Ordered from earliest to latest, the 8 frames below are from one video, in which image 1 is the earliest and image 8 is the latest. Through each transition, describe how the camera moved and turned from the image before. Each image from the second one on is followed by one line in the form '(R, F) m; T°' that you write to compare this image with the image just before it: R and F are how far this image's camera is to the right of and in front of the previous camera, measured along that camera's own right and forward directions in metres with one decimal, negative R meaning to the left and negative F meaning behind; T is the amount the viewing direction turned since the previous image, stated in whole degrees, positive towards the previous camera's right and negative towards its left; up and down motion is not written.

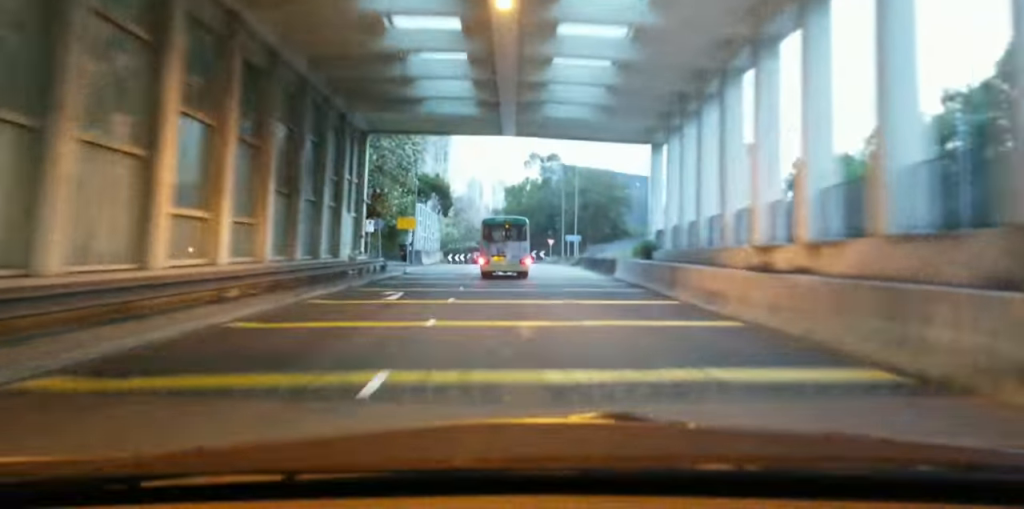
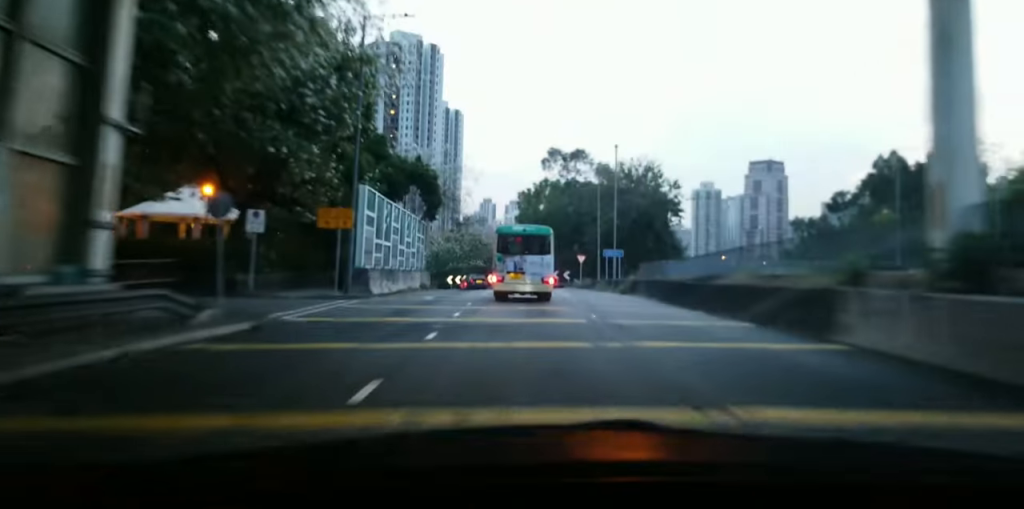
(-0.7, +25.6) m; -2°
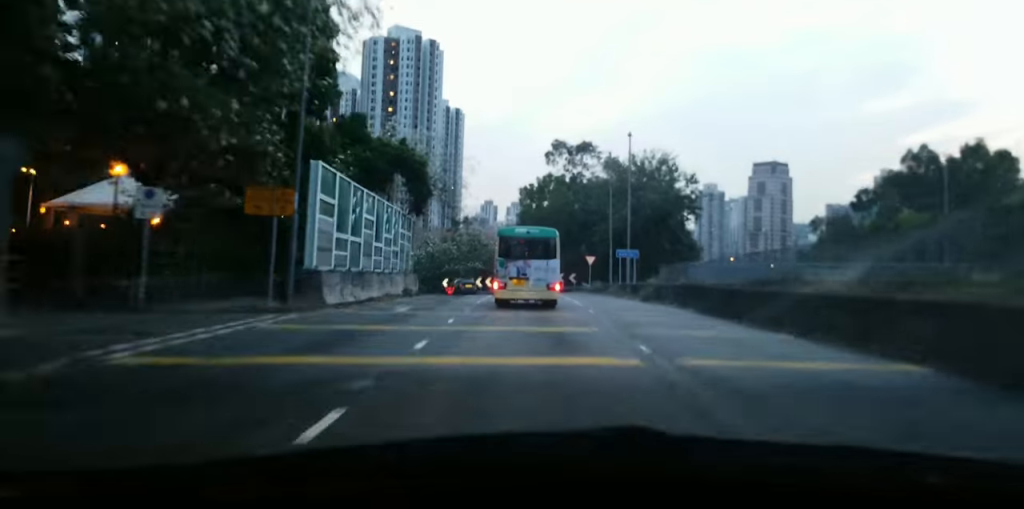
(0.0, +7.4) m; 0°
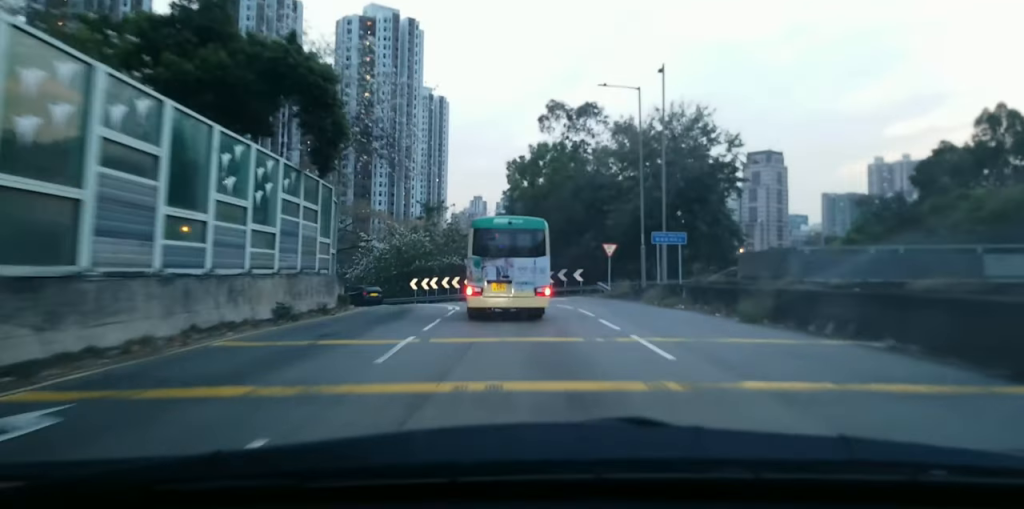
(0.0, +18.3) m; 0°
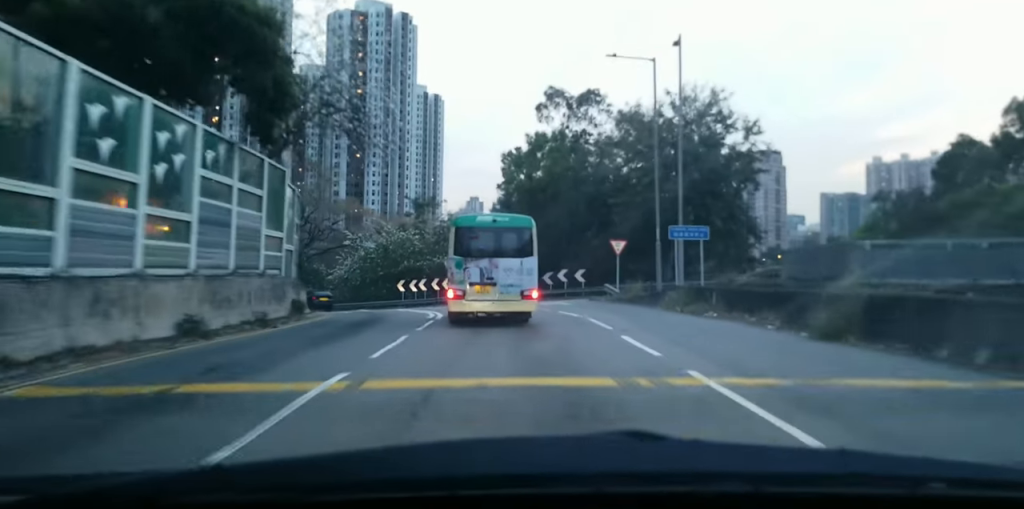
(0.0, +5.0) m; 0°
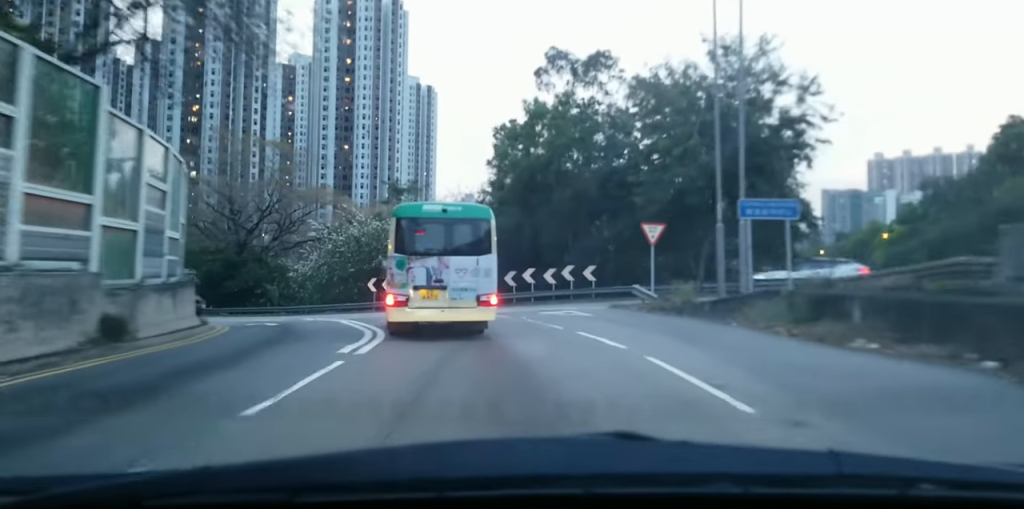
(0.0, +9.7) m; -1°
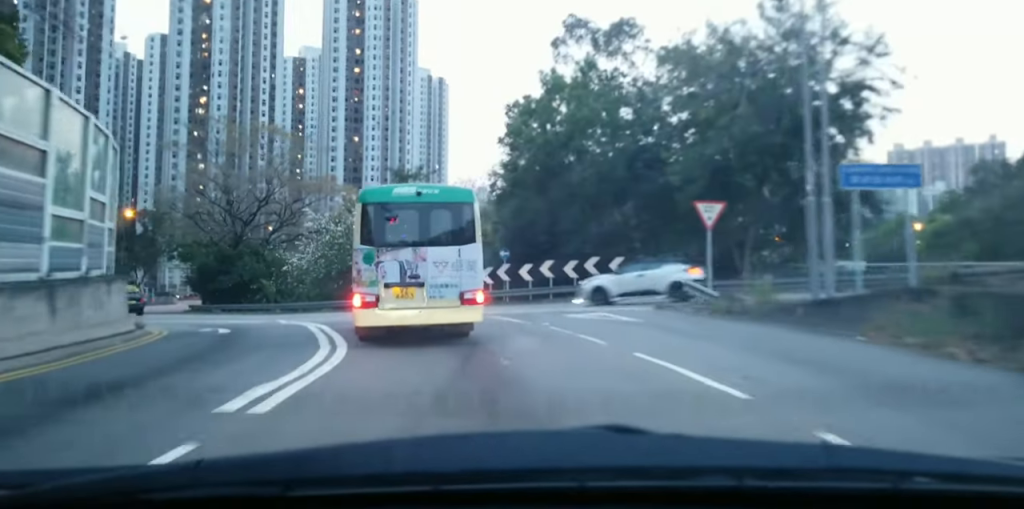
(+0.1, +5.2) m; -6°
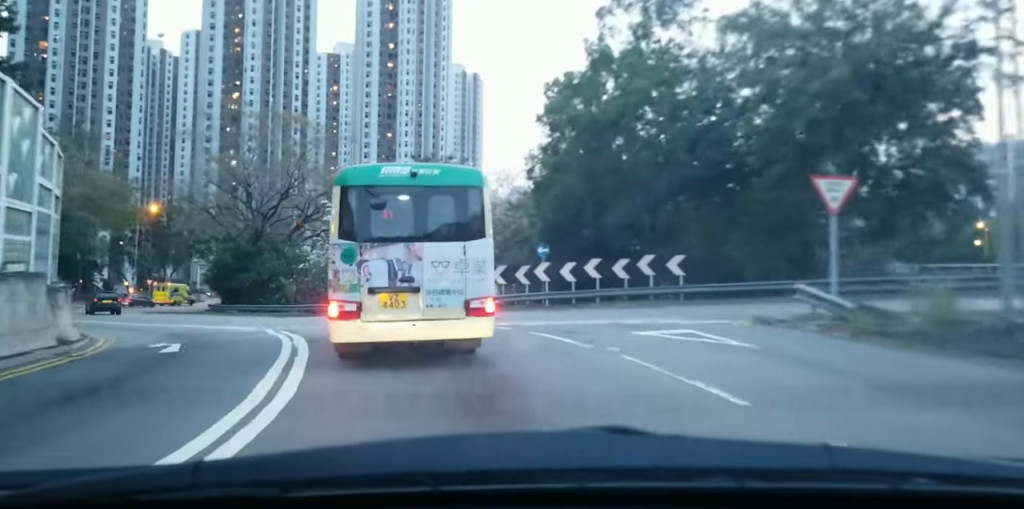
(-0.6, +4.6) m; -8°
